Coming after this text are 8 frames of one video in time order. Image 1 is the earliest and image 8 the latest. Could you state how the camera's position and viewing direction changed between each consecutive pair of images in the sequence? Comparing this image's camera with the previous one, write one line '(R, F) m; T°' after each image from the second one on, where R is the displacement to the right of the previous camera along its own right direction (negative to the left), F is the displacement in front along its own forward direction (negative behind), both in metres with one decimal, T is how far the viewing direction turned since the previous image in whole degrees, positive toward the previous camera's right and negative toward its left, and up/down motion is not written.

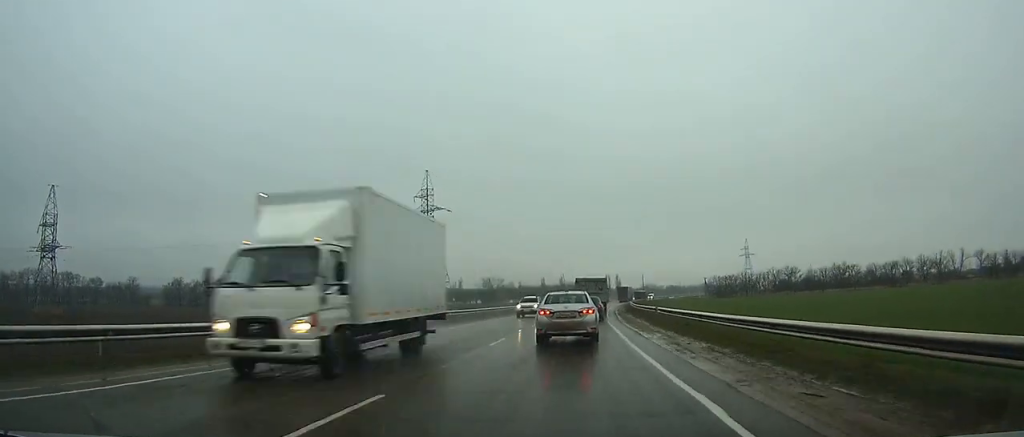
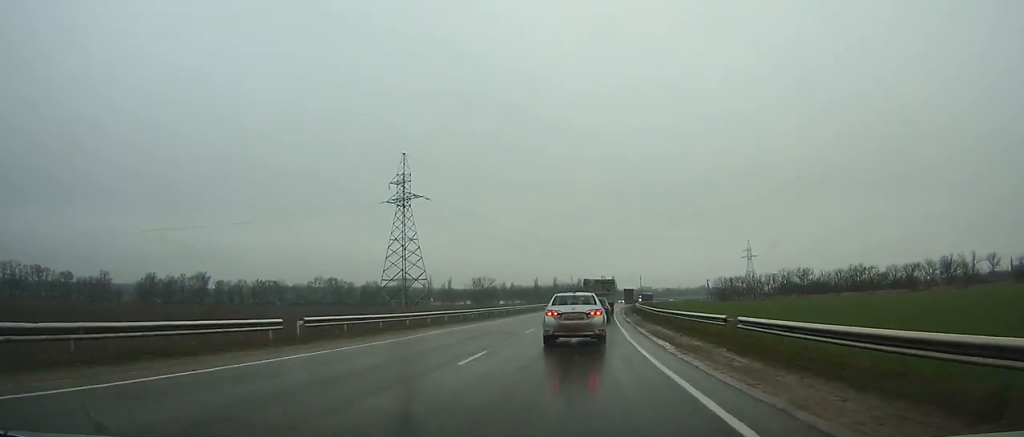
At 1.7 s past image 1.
(+0.1, +17.4) m; +1°
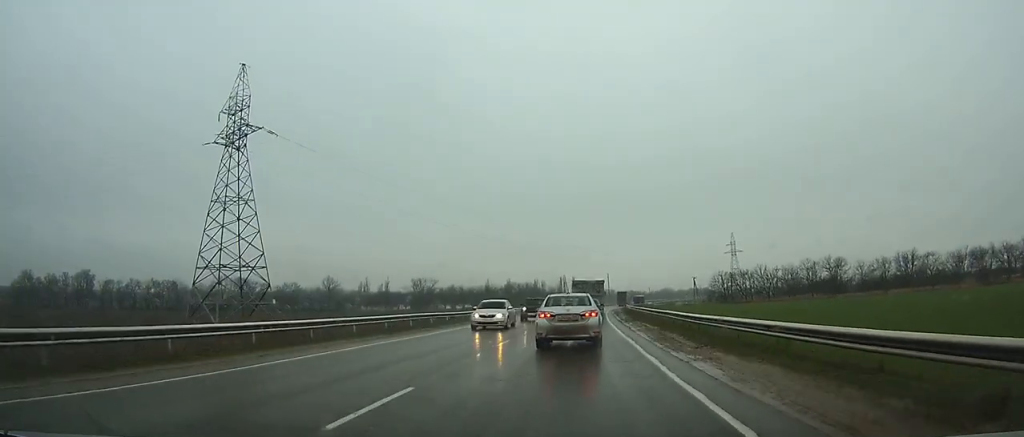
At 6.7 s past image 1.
(+1.8, +52.5) m; +4°
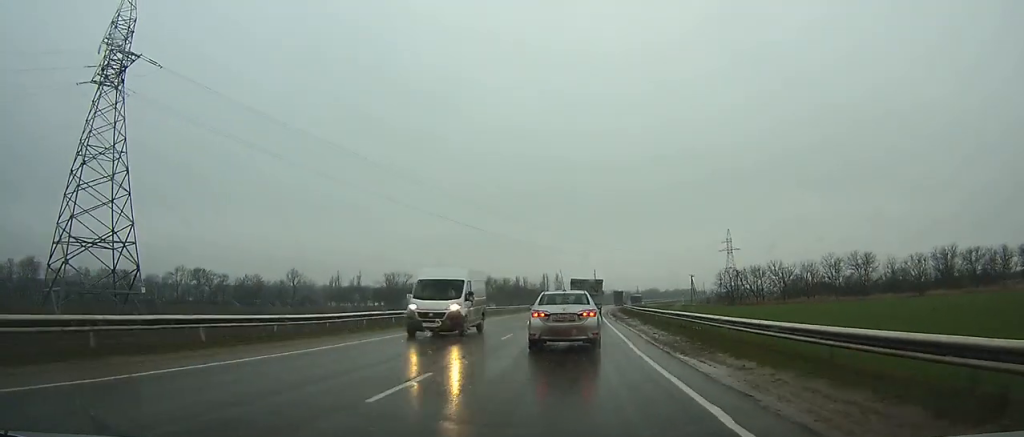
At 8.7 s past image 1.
(+0.1, +21.3) m; +1°
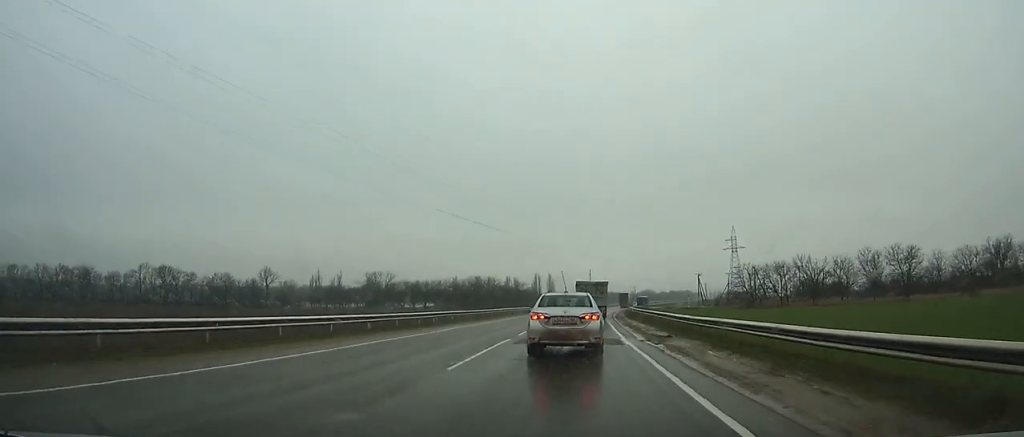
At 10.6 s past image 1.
(+0.3, +20.4) m; +1°
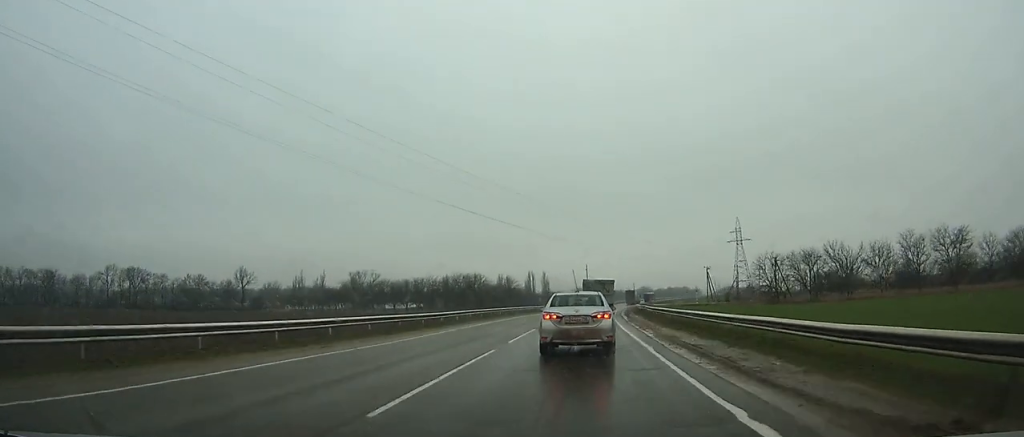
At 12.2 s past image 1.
(+0.1, +17.2) m; +1°
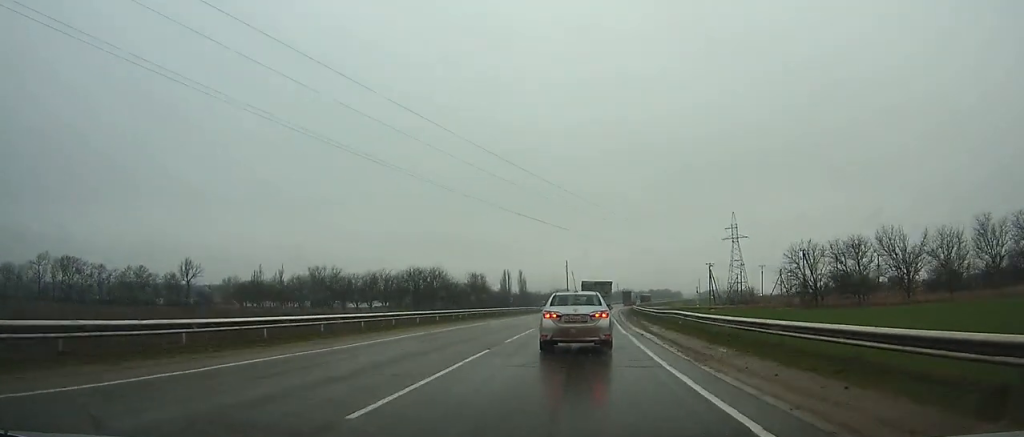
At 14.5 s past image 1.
(+0.3, +24.8) m; +2°
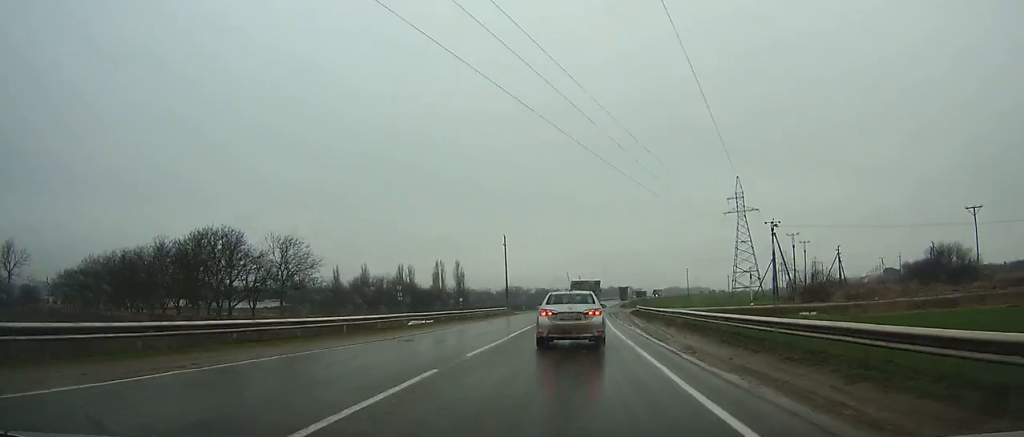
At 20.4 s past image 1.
(+2.7, +65.0) m; +4°
